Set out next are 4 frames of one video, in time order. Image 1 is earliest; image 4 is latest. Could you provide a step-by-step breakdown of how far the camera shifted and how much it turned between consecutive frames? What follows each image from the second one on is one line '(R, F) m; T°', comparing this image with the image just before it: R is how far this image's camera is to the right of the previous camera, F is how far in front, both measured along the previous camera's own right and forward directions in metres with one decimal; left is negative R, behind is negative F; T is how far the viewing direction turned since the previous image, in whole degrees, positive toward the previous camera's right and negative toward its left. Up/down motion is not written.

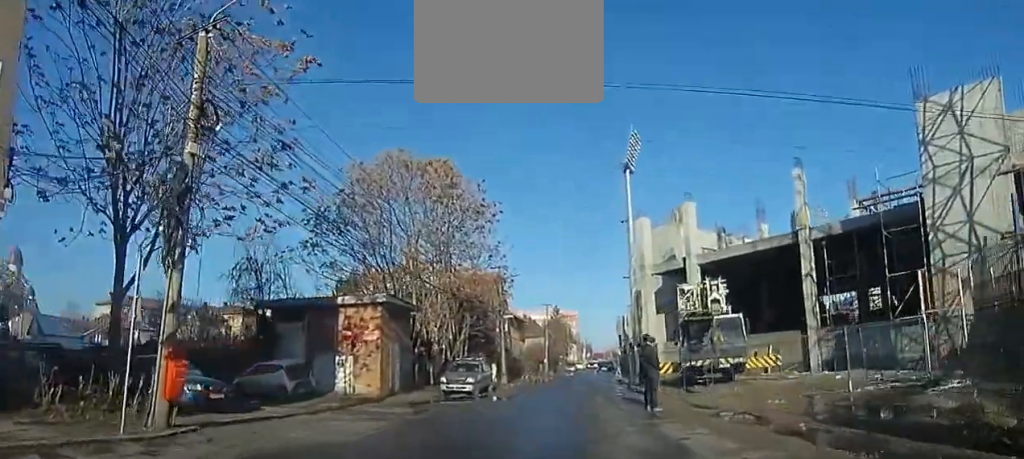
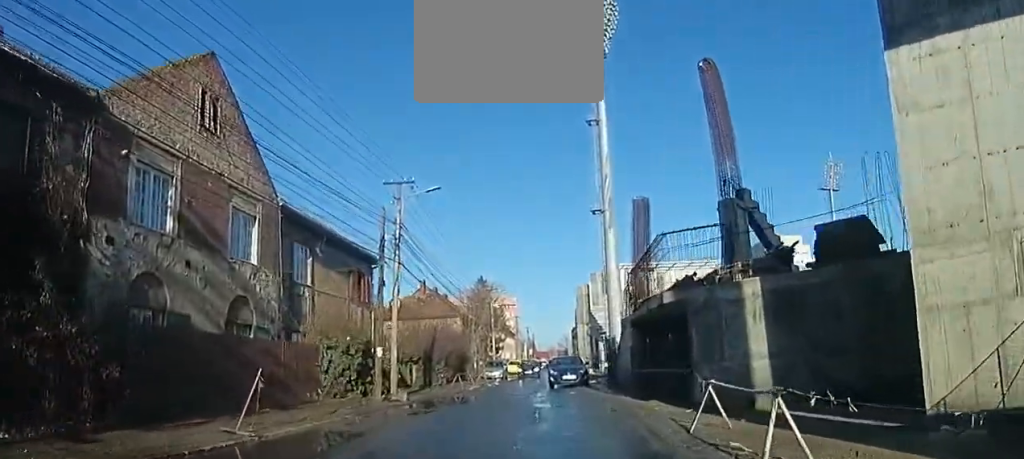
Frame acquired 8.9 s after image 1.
(+3.7, +37.8) m; +4°
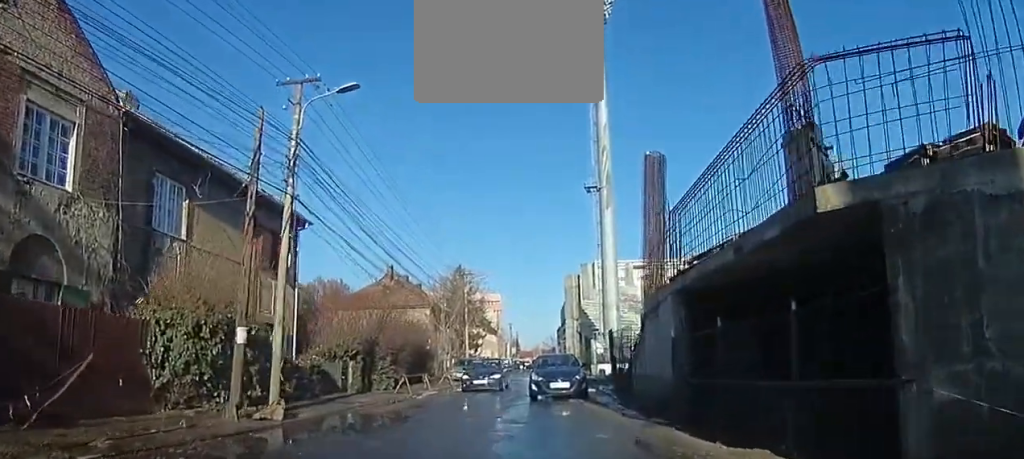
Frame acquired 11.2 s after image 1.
(-0.6, +7.6) m; -5°
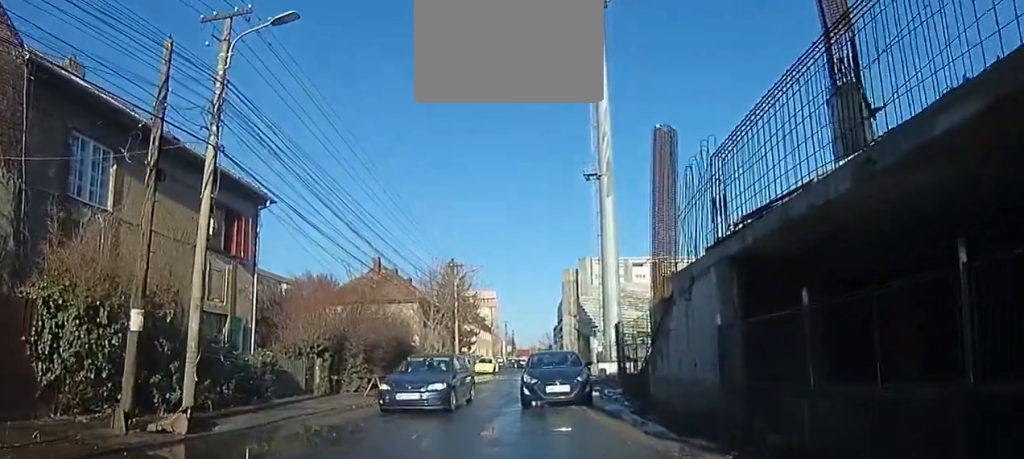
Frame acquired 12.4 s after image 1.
(0.0, +3.6) m; 0°
